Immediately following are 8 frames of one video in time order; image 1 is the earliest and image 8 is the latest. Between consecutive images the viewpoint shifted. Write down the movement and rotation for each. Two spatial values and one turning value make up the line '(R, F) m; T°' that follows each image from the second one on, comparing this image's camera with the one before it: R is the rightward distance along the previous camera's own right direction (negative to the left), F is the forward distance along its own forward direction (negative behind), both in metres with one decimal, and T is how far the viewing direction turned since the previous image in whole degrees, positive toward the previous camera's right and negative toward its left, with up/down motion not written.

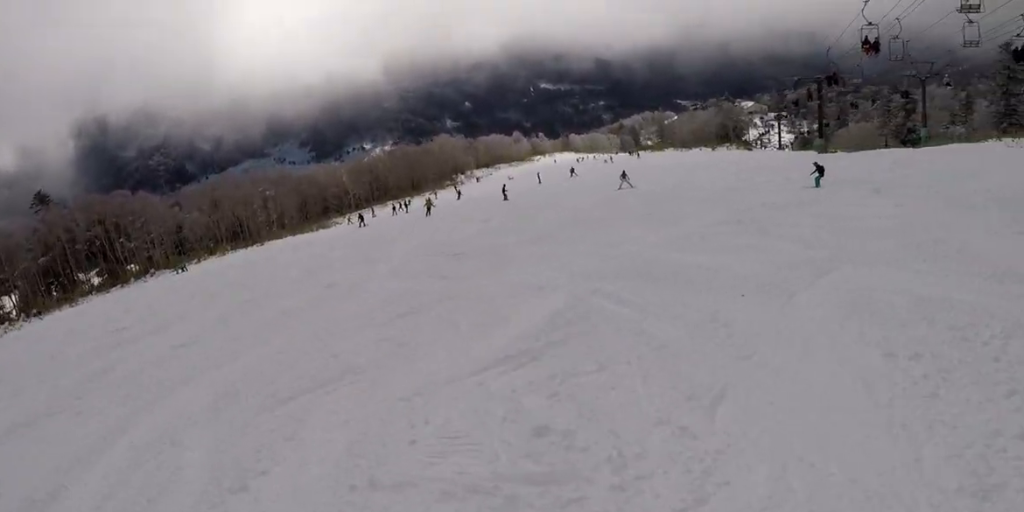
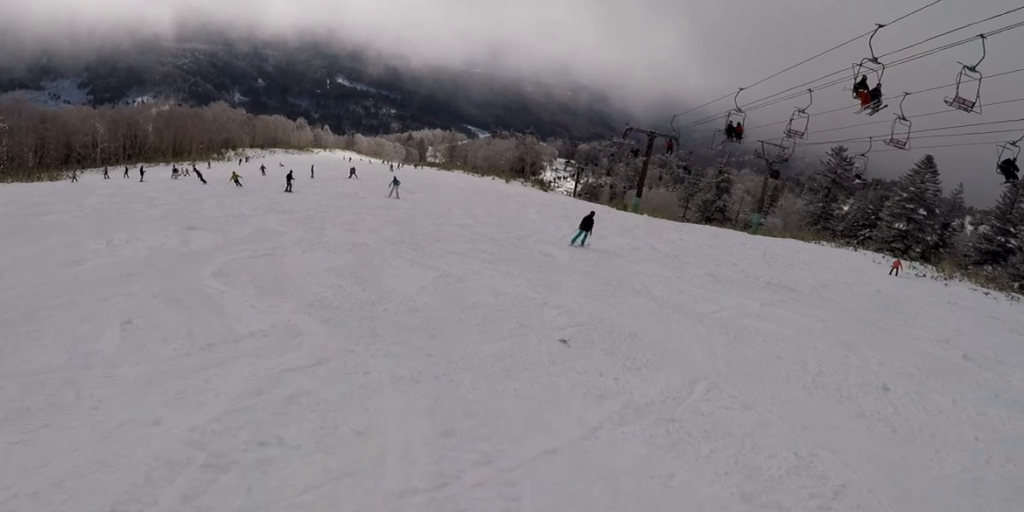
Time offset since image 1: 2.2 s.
(+4.8, +12.7) m; +38°
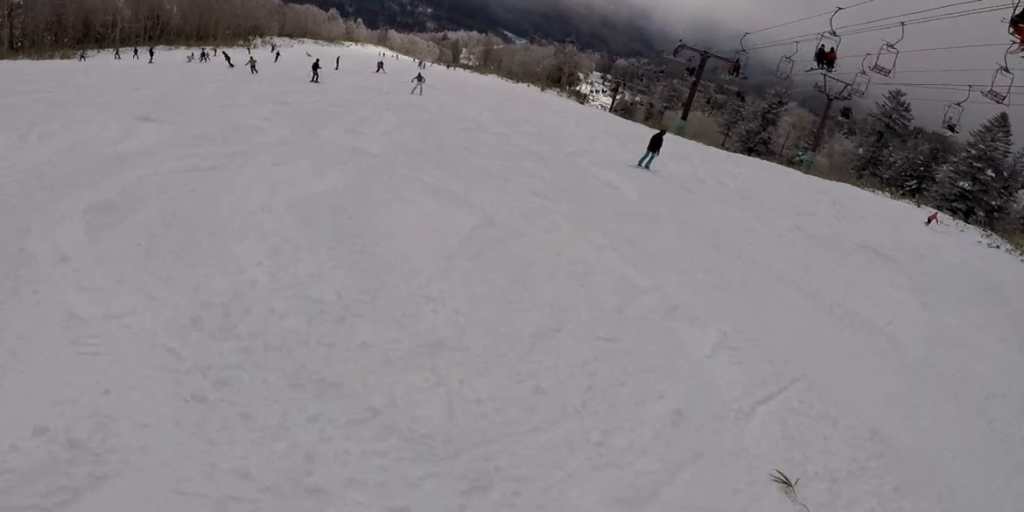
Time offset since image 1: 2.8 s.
(0.0, +4.4) m; -6°
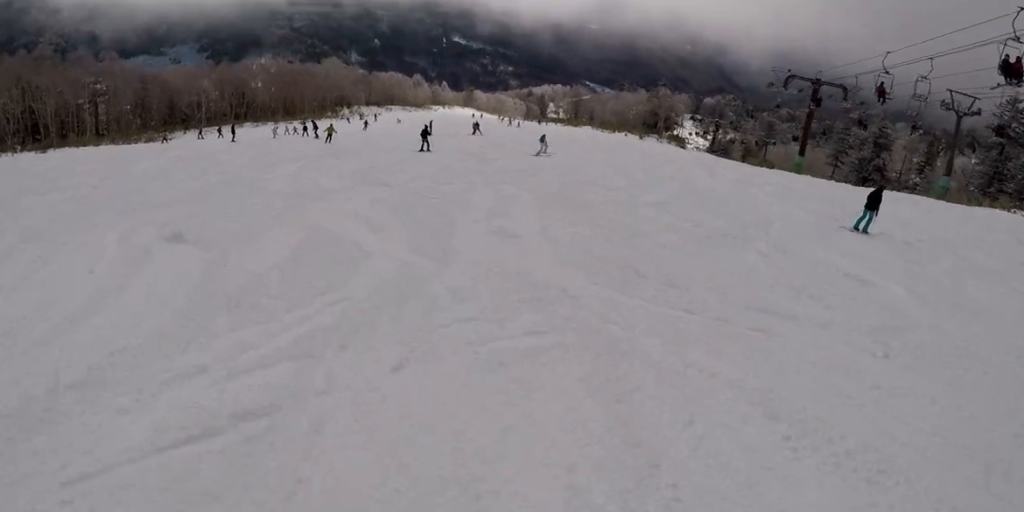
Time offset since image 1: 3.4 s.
(-0.1, +4.9) m; -4°
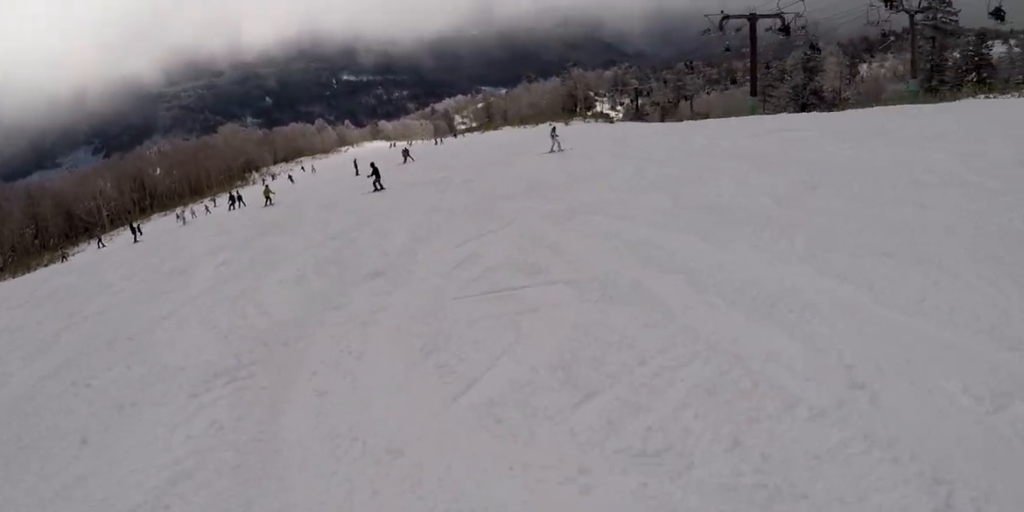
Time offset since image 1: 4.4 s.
(-0.6, +7.4) m; +5°
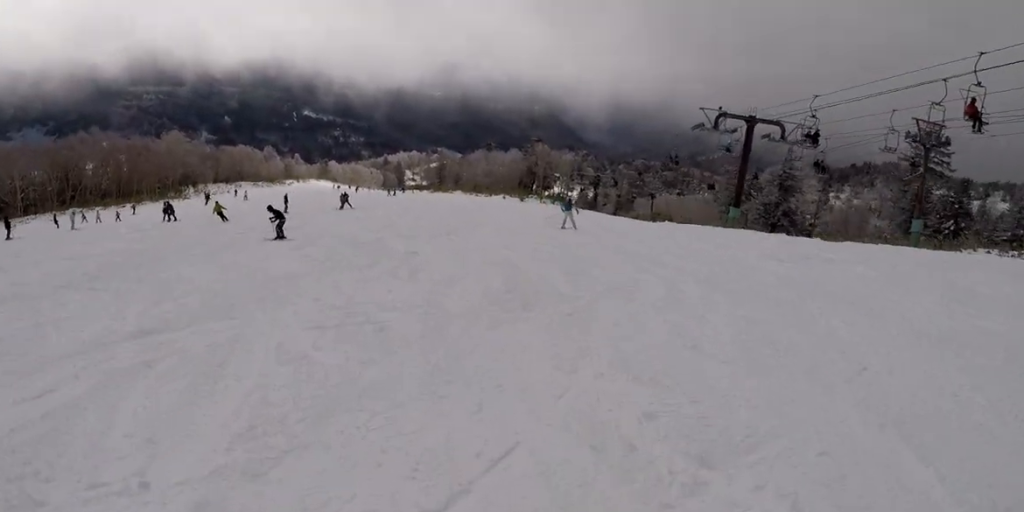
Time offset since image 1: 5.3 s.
(+0.9, +7.1) m; +12°
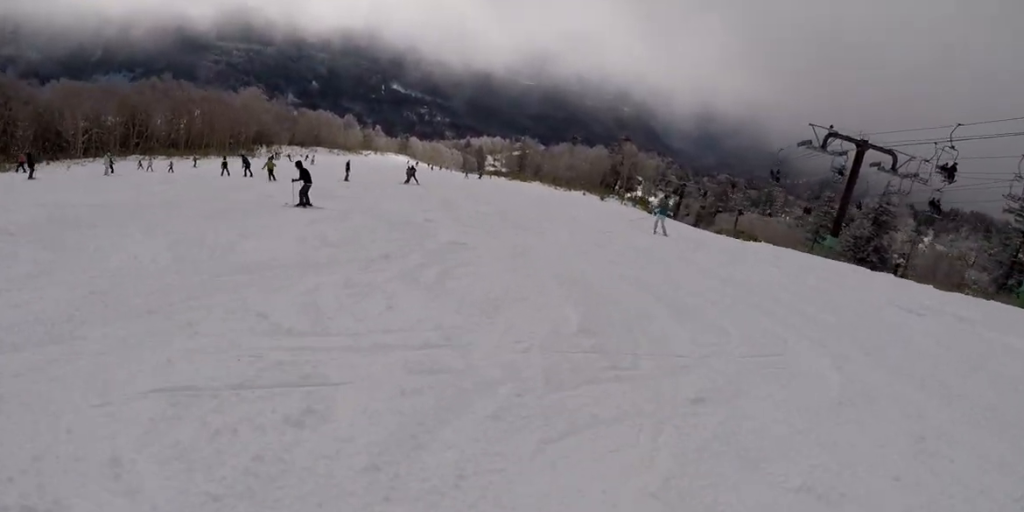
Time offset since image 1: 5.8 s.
(+0.7, +3.9) m; -4°
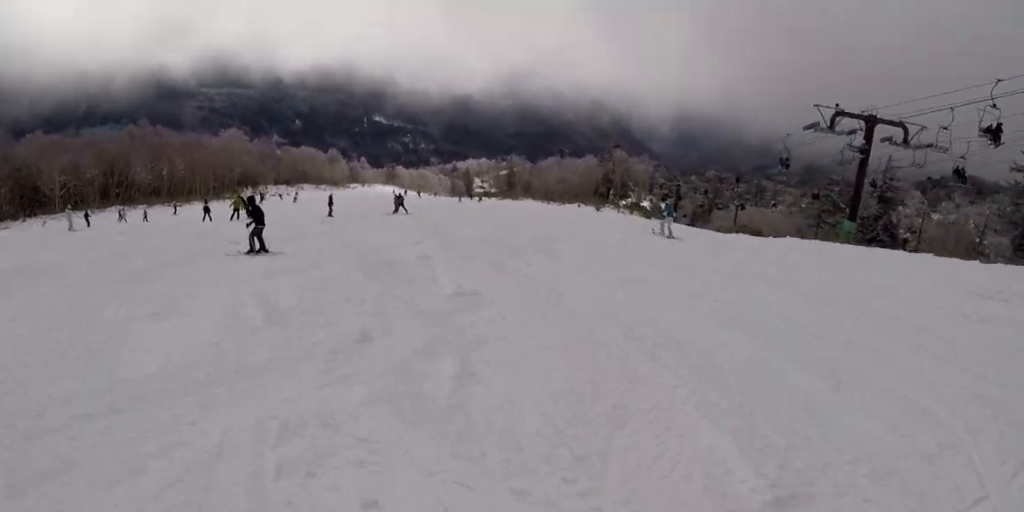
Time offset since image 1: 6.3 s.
(+0.4, +3.6) m; -3°
